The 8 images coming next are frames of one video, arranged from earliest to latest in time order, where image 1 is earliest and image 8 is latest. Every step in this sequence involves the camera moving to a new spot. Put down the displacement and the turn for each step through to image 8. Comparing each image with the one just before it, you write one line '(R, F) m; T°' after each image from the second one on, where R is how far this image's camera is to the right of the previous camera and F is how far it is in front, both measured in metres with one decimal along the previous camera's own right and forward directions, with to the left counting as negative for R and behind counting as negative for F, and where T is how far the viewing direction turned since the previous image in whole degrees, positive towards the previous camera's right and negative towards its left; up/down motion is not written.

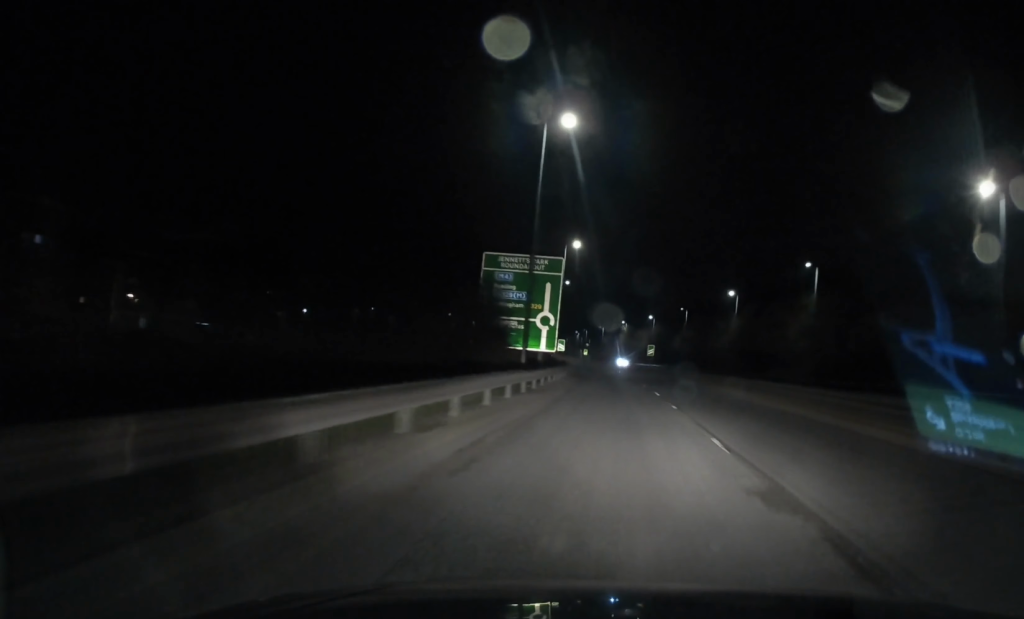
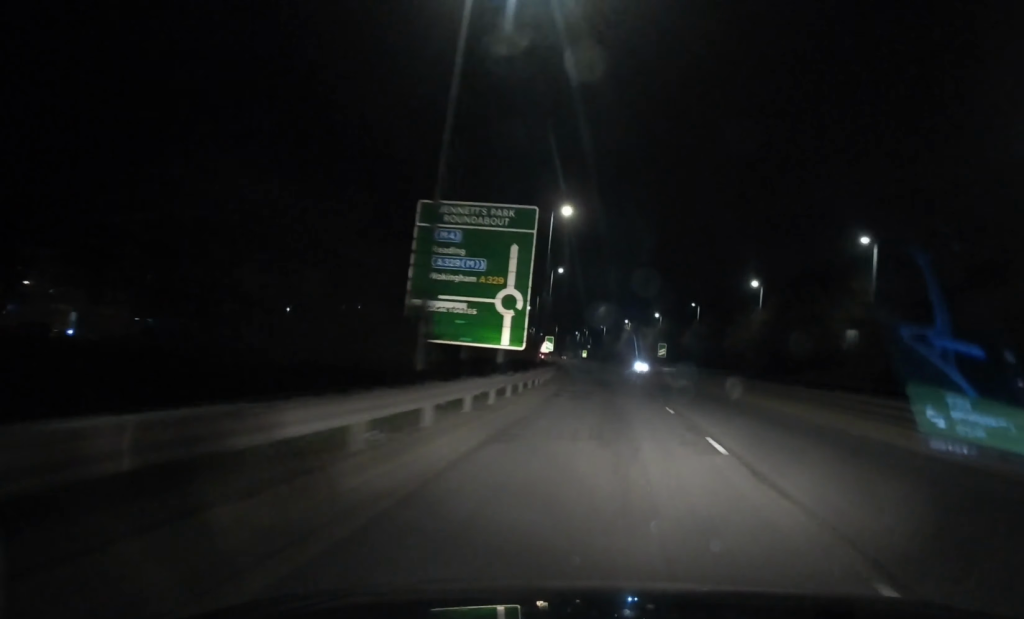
(-0.2, +17.6) m; -1°
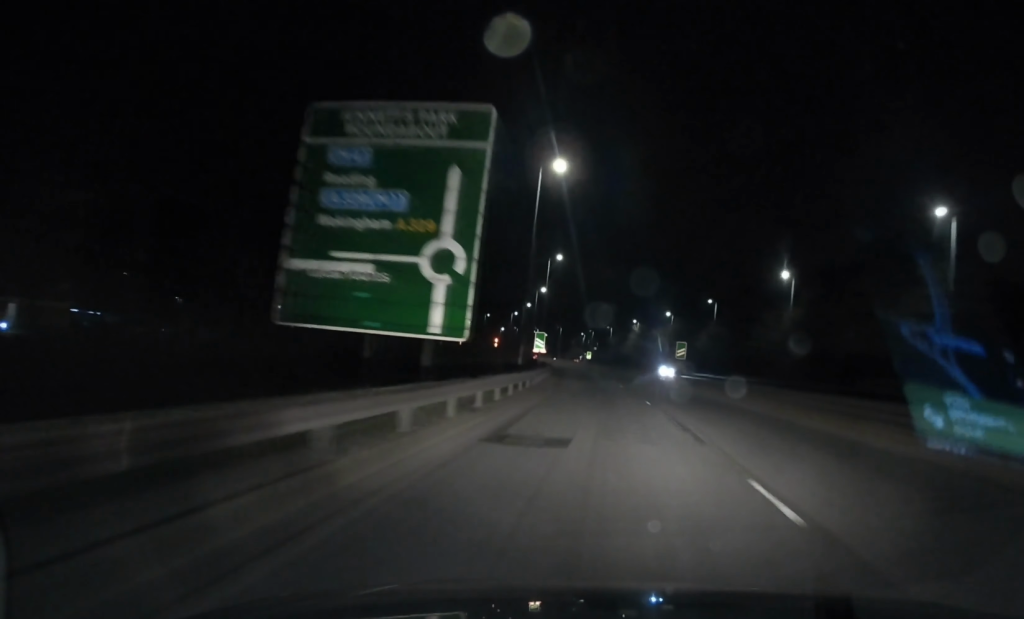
(-0.1, +14.1) m; 0°
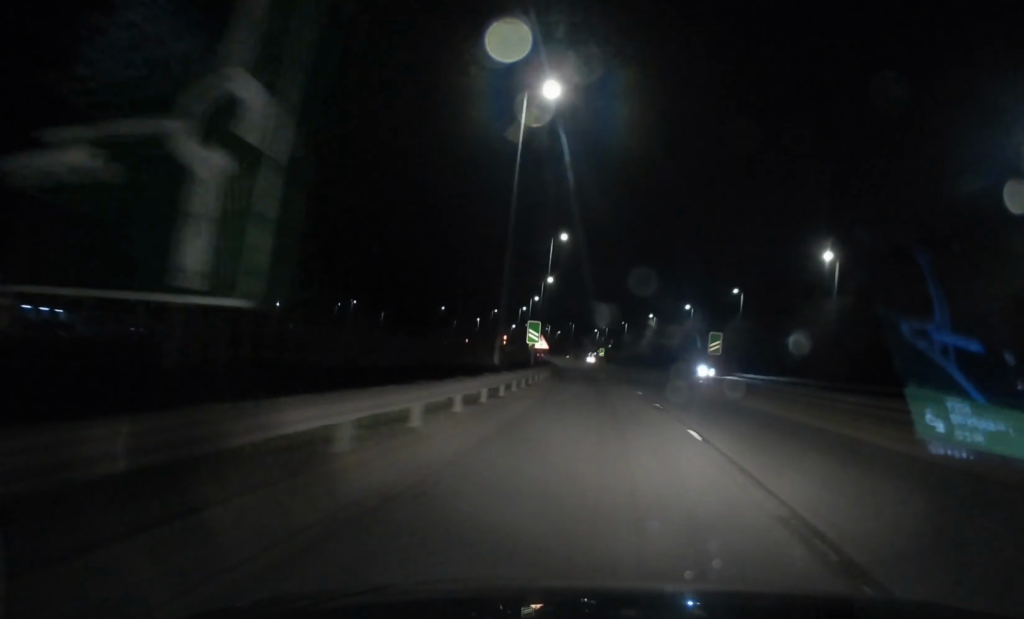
(+0.1, +12.0) m; 0°
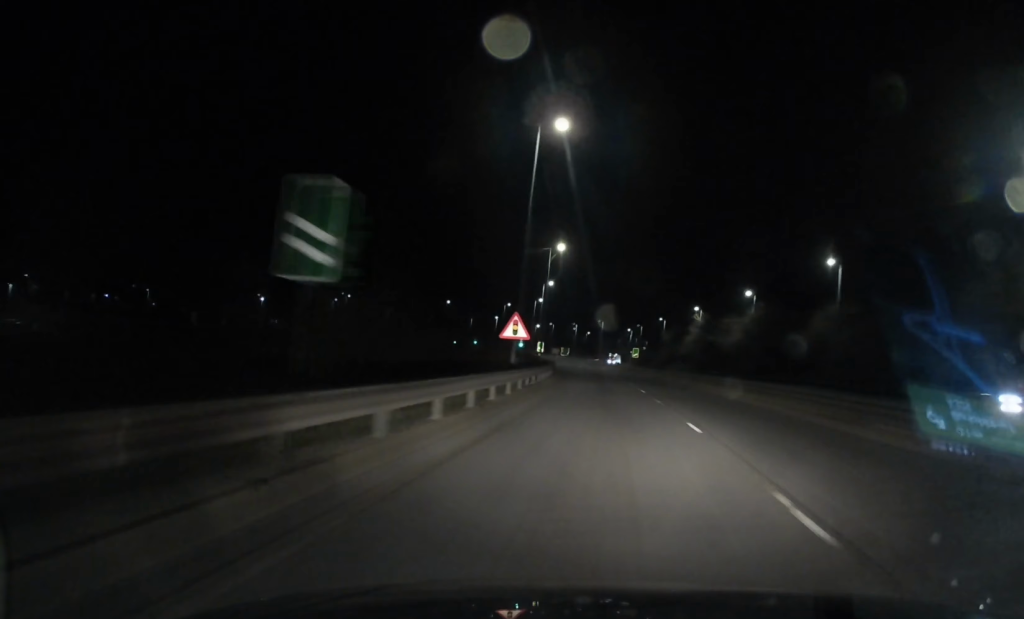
(-0.4, +34.8) m; -3°
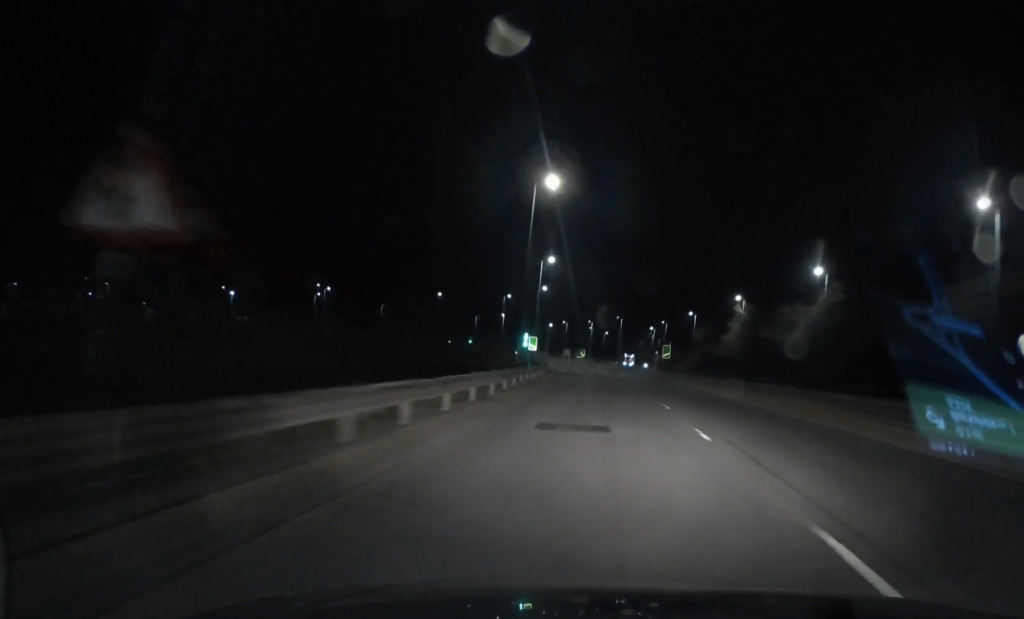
(-0.9, +28.9) m; -2°
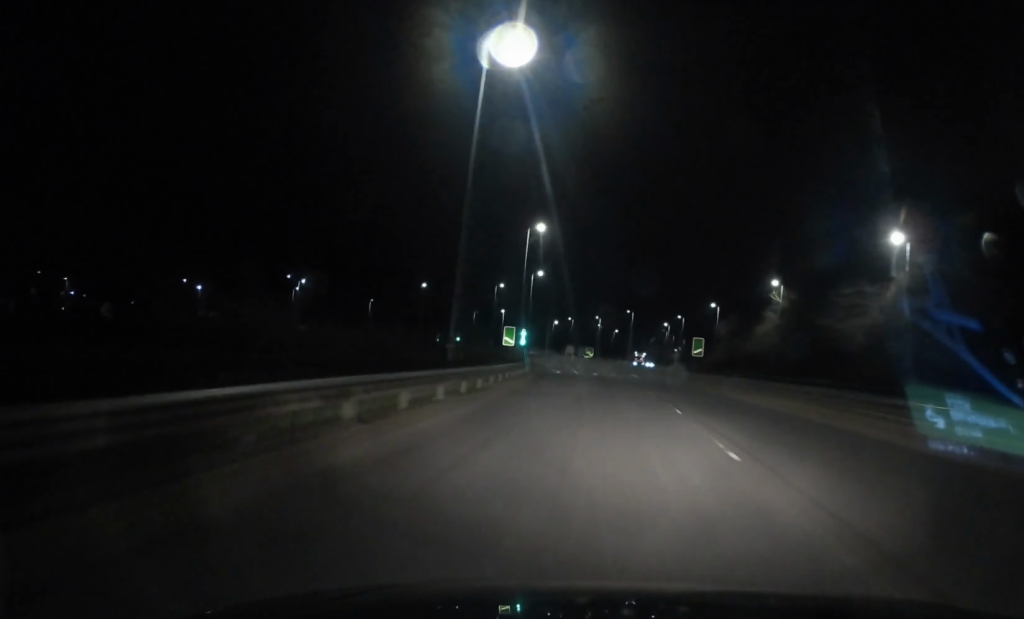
(+0.1, +21.6) m; 0°
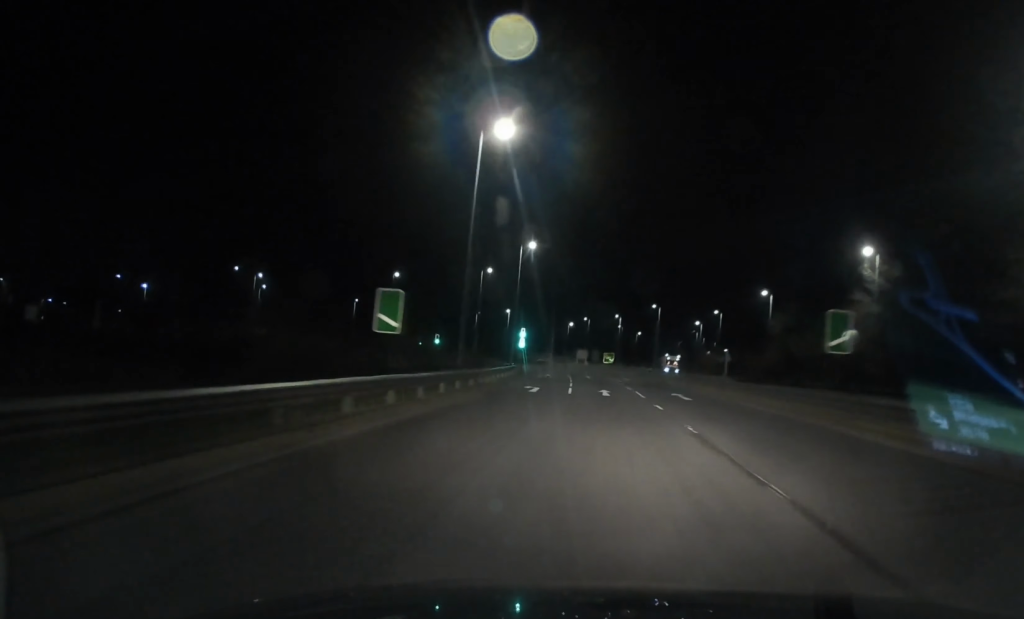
(-0.5, +30.3) m; -3°
